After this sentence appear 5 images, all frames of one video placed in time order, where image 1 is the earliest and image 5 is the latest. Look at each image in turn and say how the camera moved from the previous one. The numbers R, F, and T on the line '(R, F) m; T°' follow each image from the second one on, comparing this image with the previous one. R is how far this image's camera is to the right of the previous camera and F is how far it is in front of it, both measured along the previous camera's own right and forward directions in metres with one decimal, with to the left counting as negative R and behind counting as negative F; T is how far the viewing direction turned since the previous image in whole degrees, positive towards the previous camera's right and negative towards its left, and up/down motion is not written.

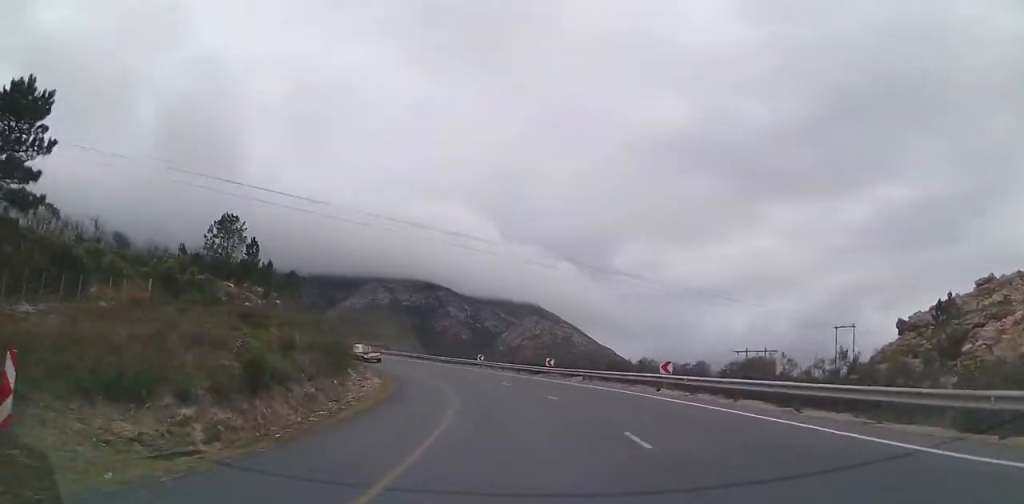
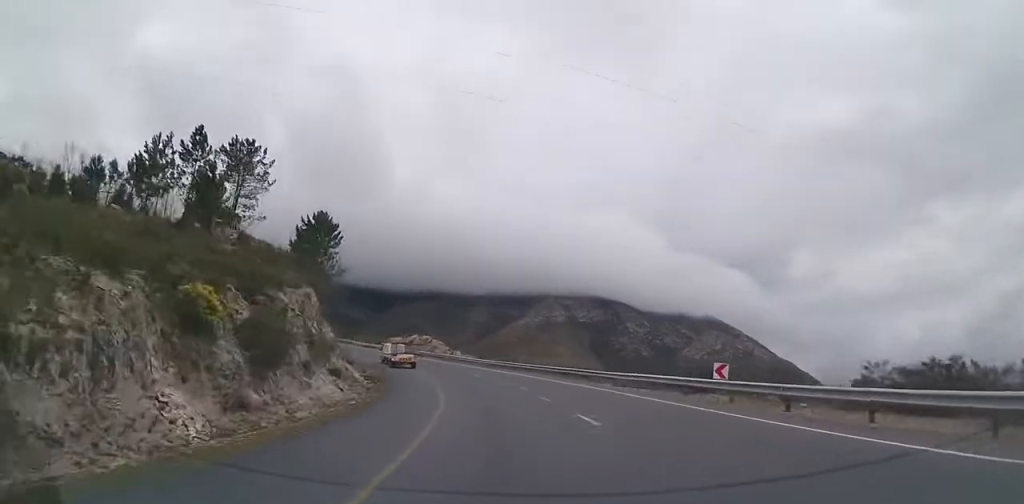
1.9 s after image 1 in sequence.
(-5.4, +43.3) m; -17°
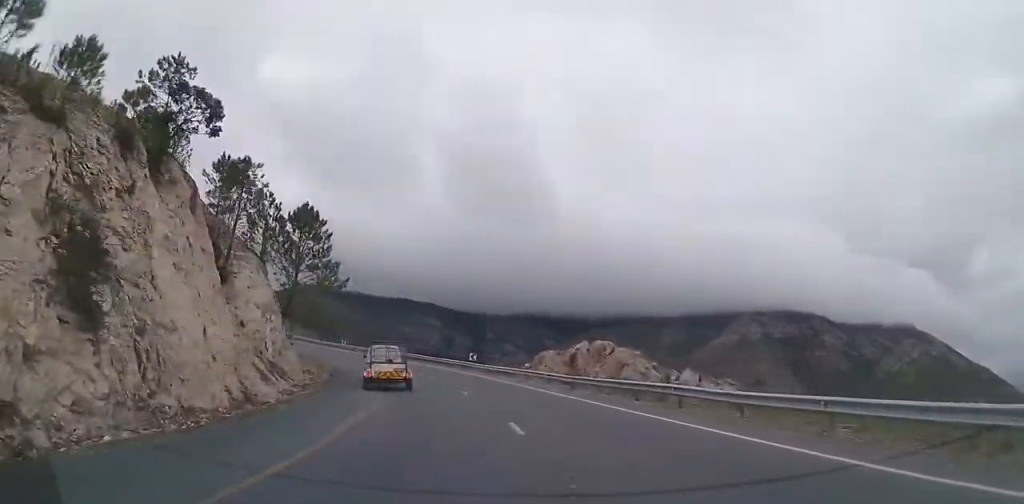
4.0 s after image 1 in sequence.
(-6.5, +47.2) m; -25°
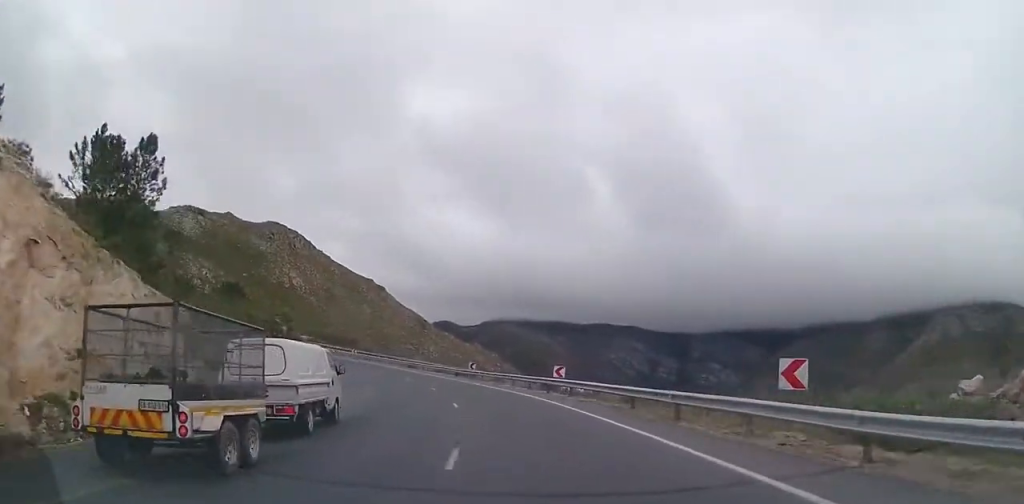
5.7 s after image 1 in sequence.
(-8.9, +38.9) m; -33°
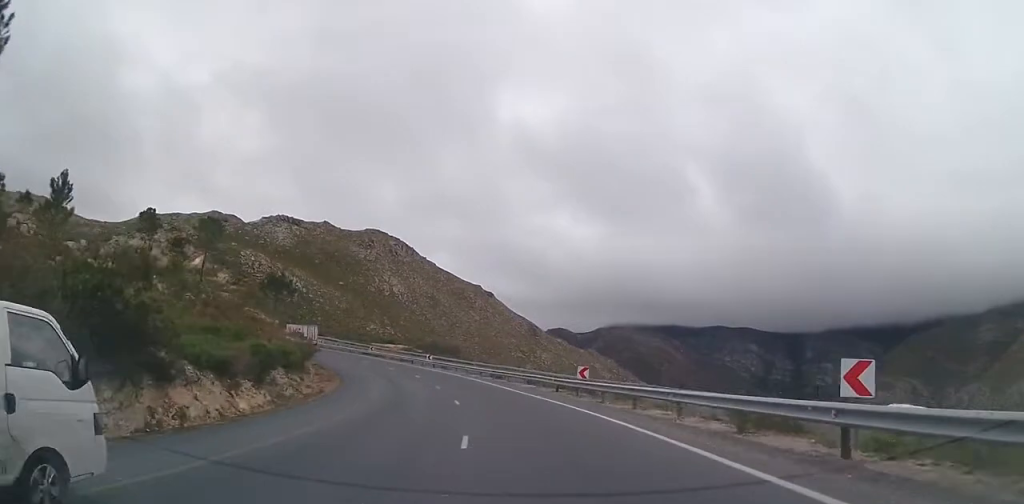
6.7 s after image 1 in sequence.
(-7.0, +20.4) m; -20°
